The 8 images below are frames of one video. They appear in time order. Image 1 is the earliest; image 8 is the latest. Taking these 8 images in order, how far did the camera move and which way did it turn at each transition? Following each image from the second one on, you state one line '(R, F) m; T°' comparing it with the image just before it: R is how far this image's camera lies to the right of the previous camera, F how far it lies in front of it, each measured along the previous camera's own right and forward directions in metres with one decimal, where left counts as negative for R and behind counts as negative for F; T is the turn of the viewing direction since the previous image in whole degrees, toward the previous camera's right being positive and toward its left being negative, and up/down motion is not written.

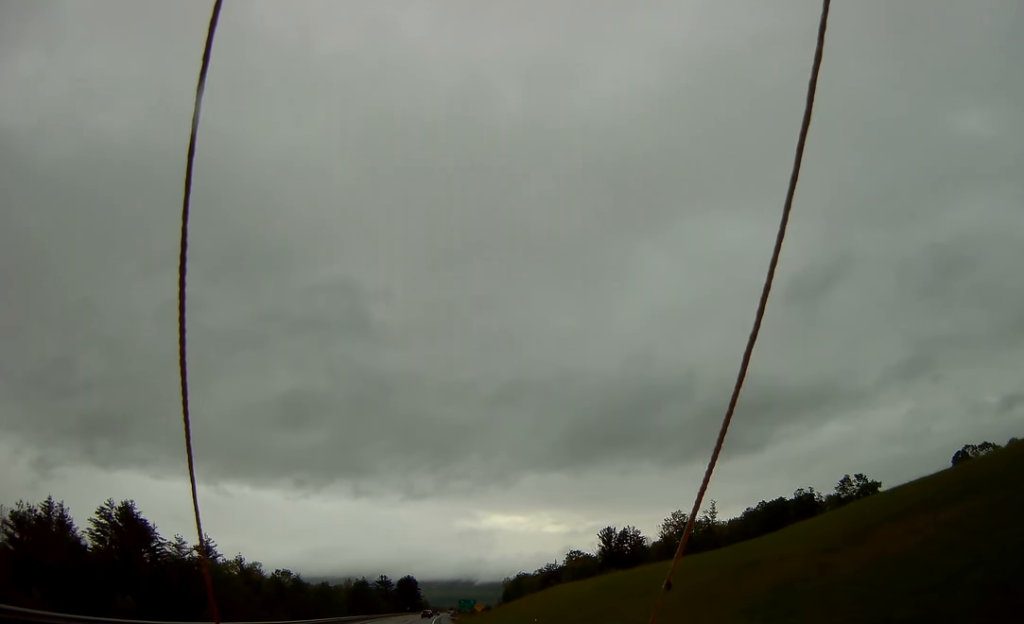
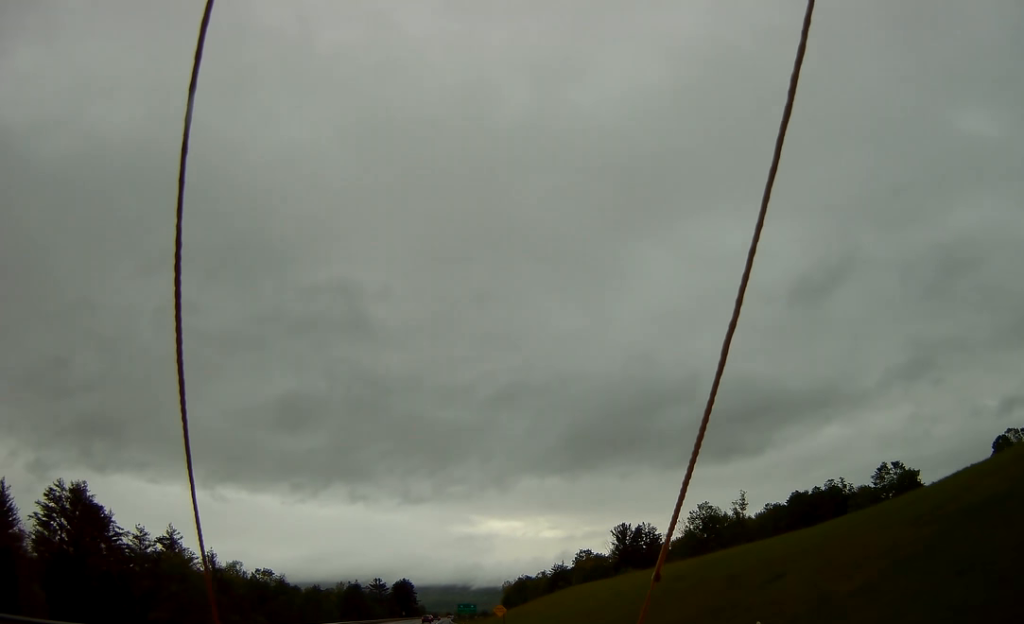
(+0.1, +20.8) m; 0°
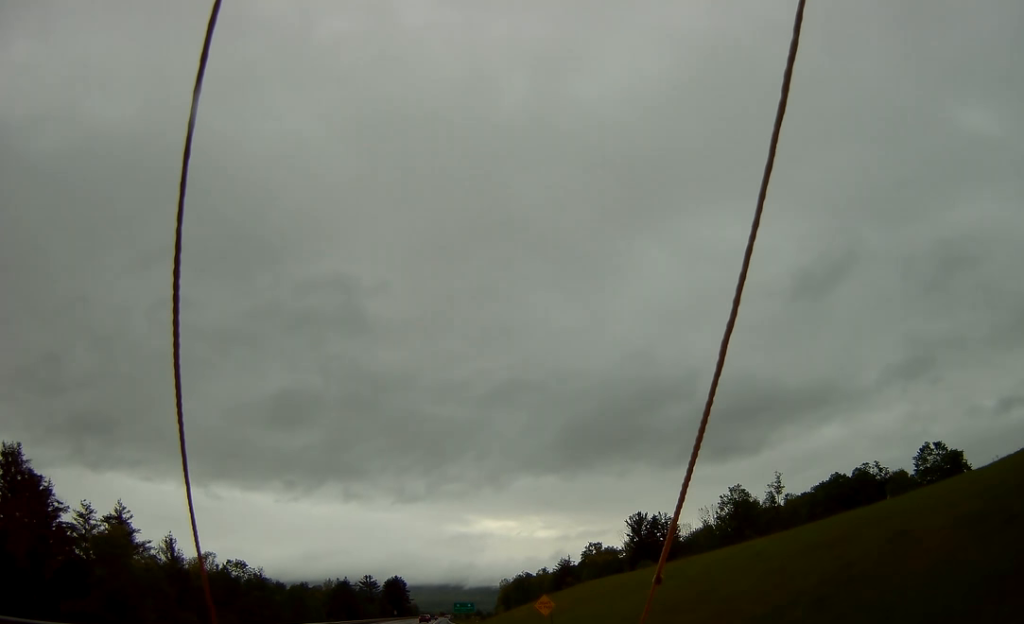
(0.0, +21.8) m; +1°
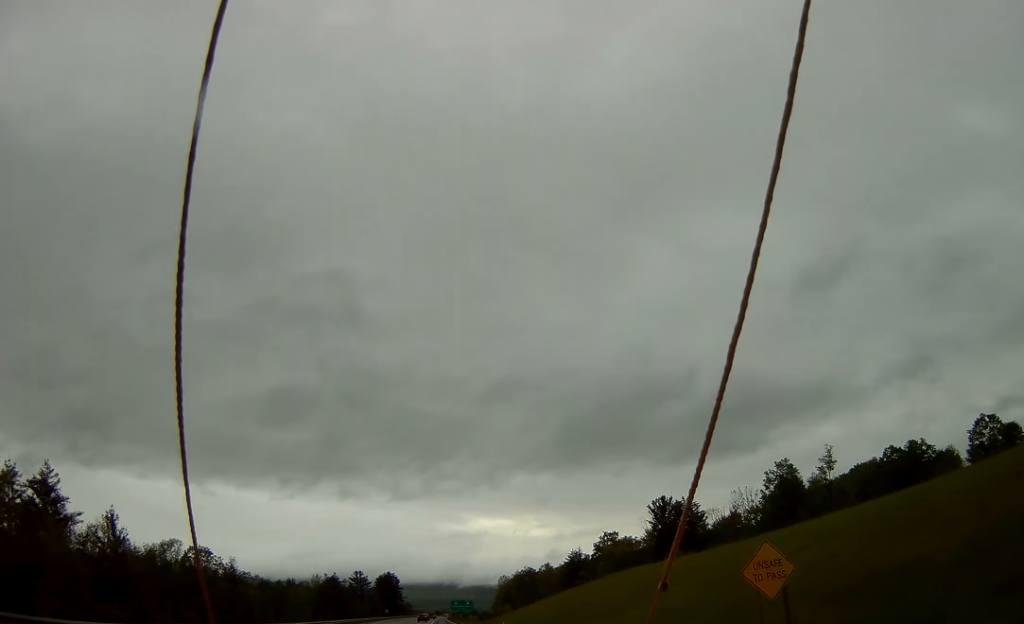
(+0.3, +23.5) m; +1°
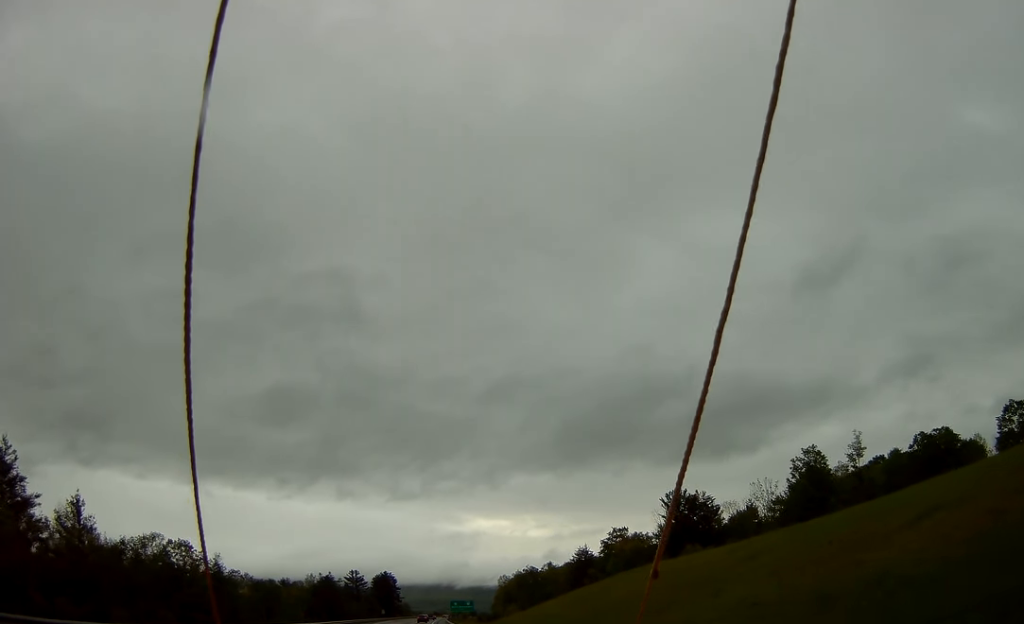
(+0.1, +10.9) m; 0°
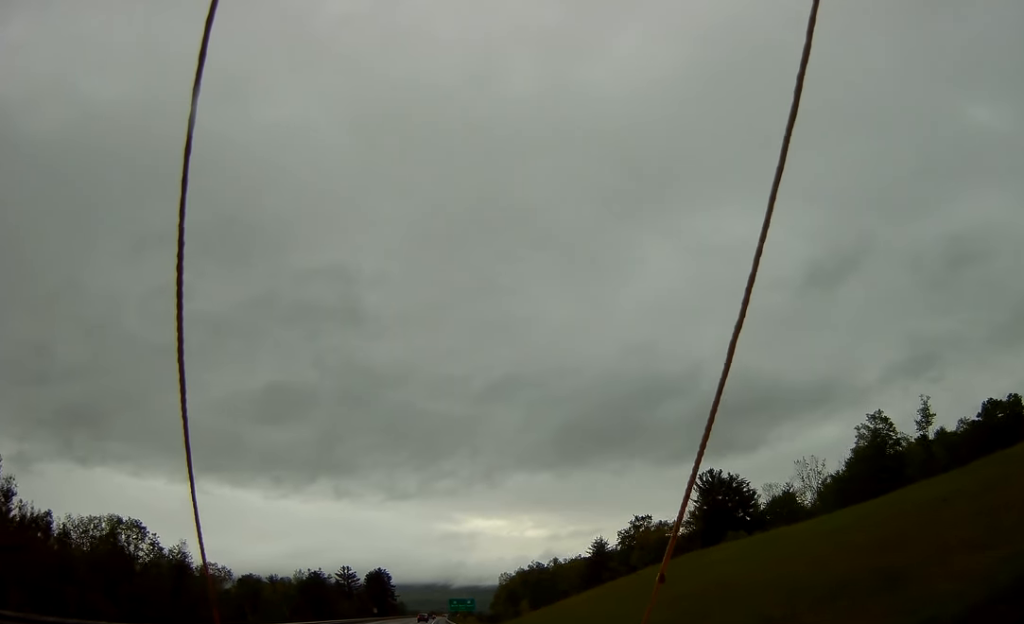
(0.0, +21.1) m; 0°
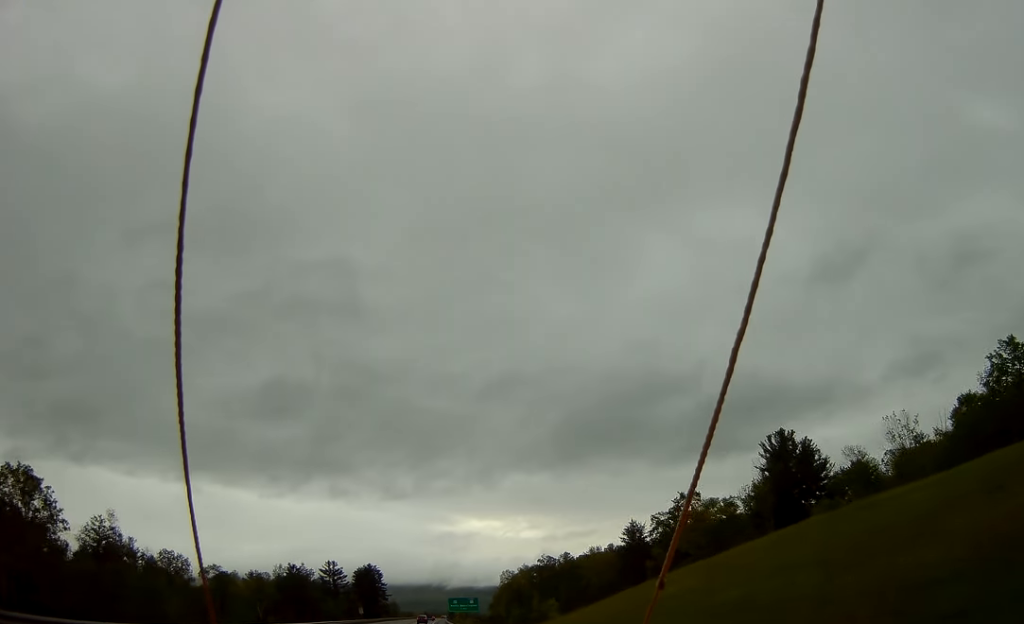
(+0.1, +31.5) m; 0°
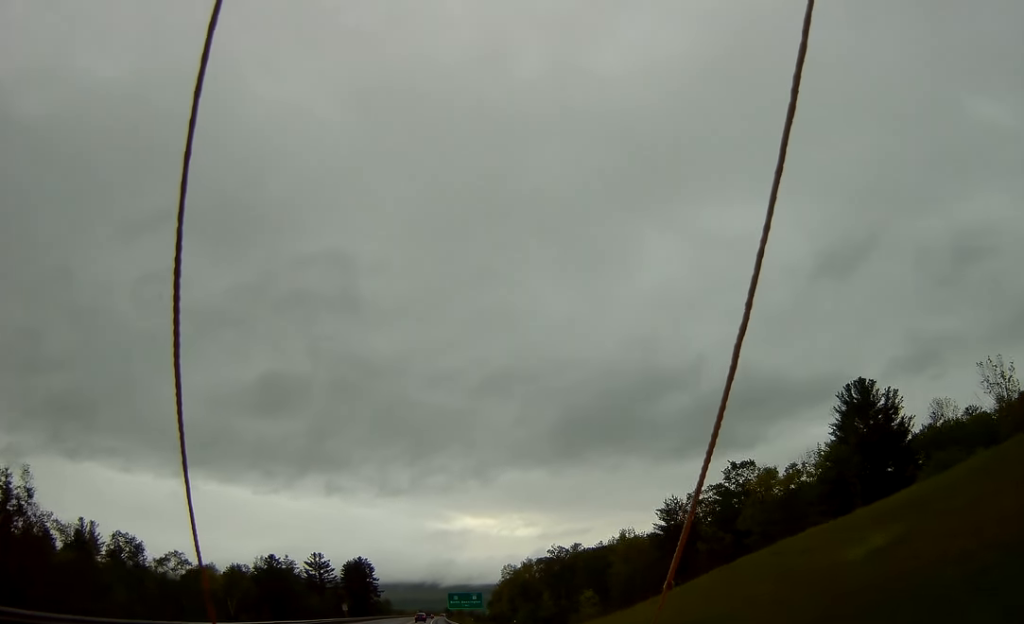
(0.0, +24.6) m; +1°
